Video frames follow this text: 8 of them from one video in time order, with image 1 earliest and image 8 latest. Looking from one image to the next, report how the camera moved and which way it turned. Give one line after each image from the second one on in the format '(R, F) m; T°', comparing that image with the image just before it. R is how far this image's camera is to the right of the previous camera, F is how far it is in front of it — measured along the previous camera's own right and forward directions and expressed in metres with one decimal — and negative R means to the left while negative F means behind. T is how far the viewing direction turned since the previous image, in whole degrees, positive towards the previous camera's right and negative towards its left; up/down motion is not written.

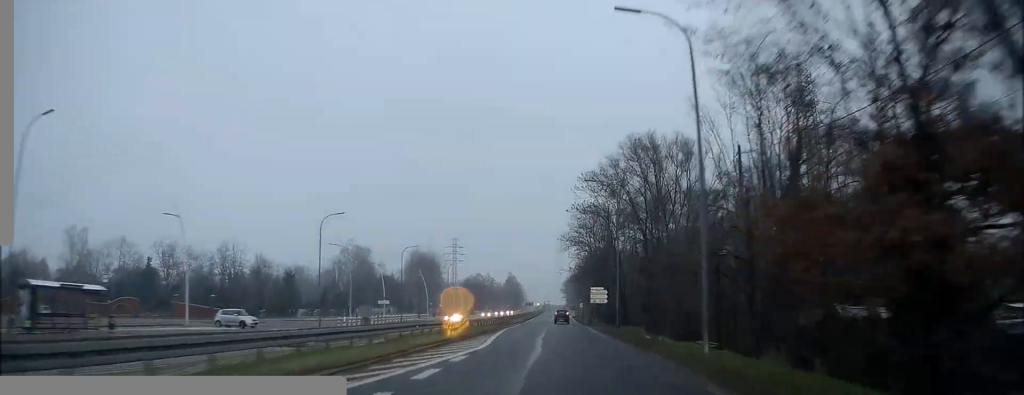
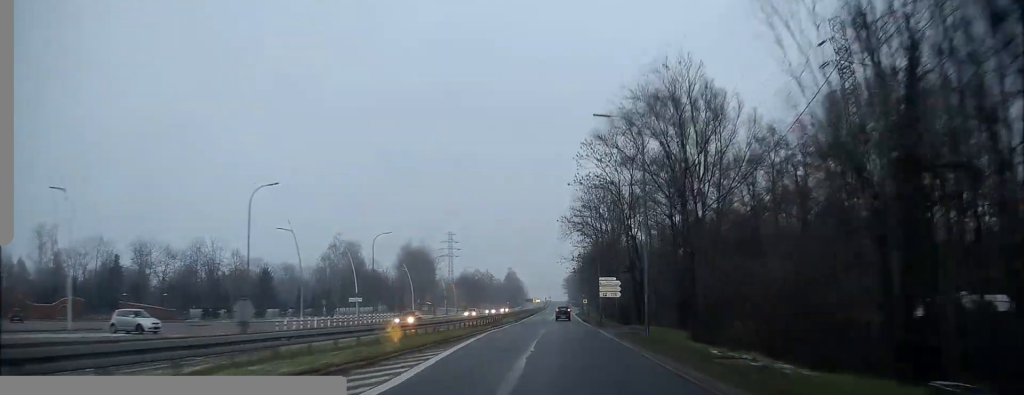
(+0.1, +13.2) m; +1°
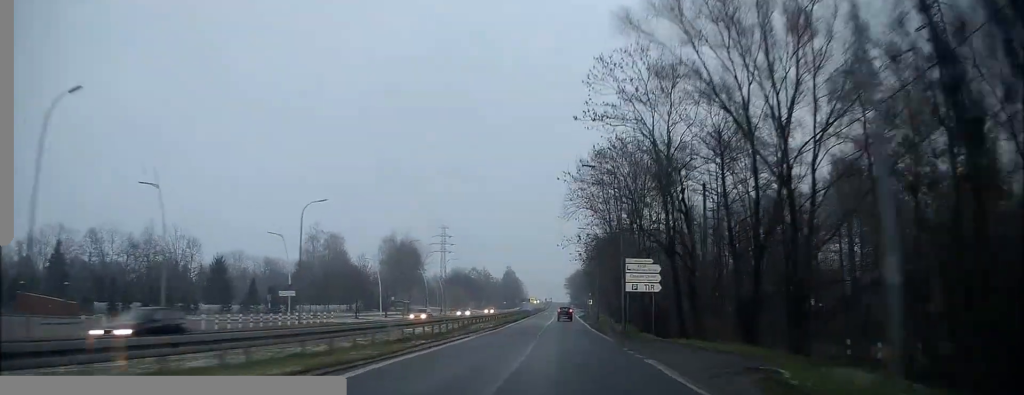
(+0.1, +20.3) m; 0°
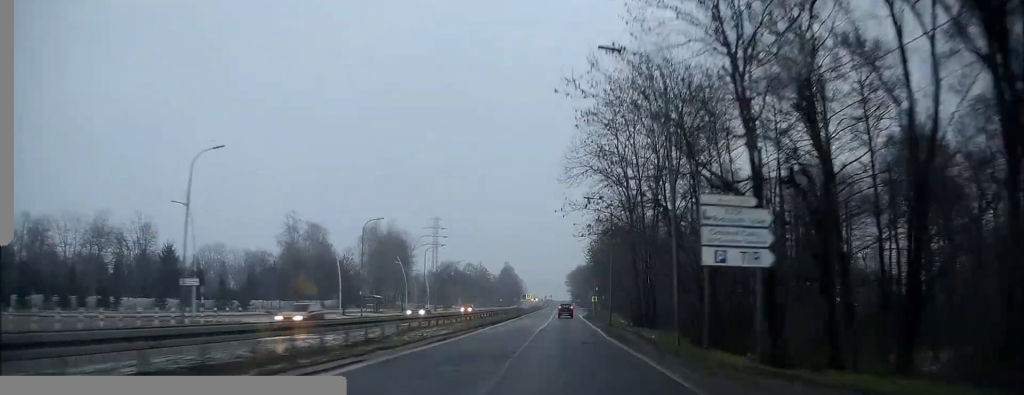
(-0.2, +16.7) m; -1°
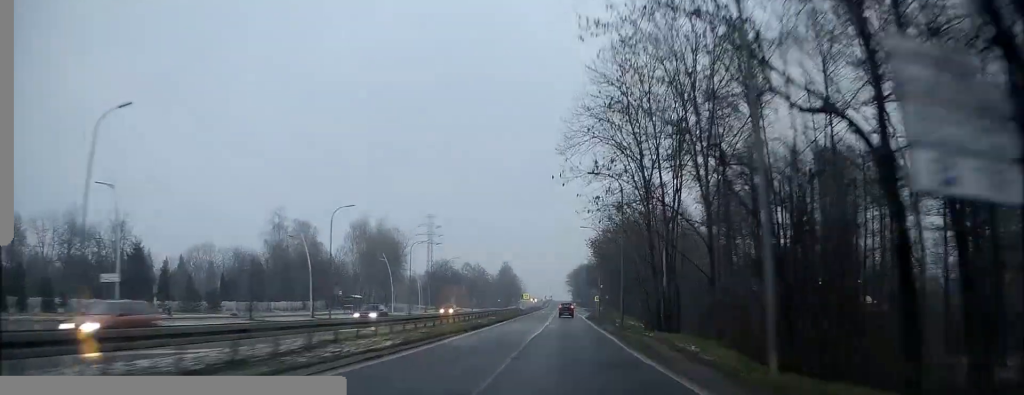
(0.0, +8.9) m; 0°
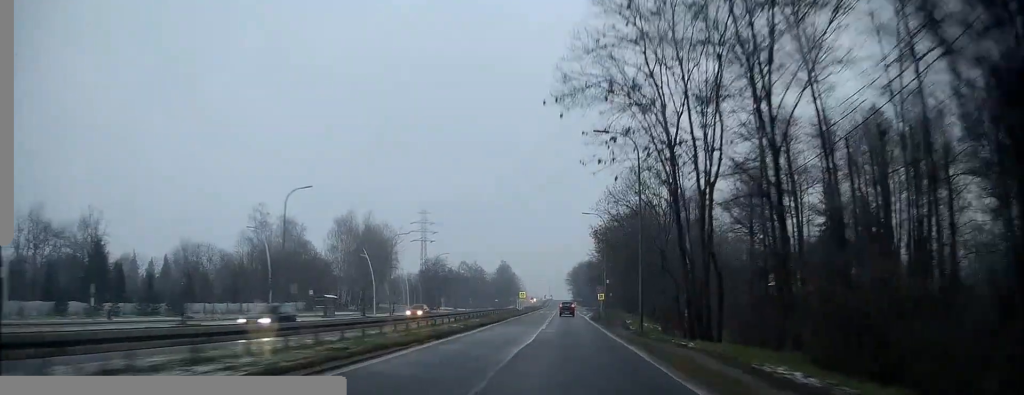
(0.0, +9.5) m; 0°
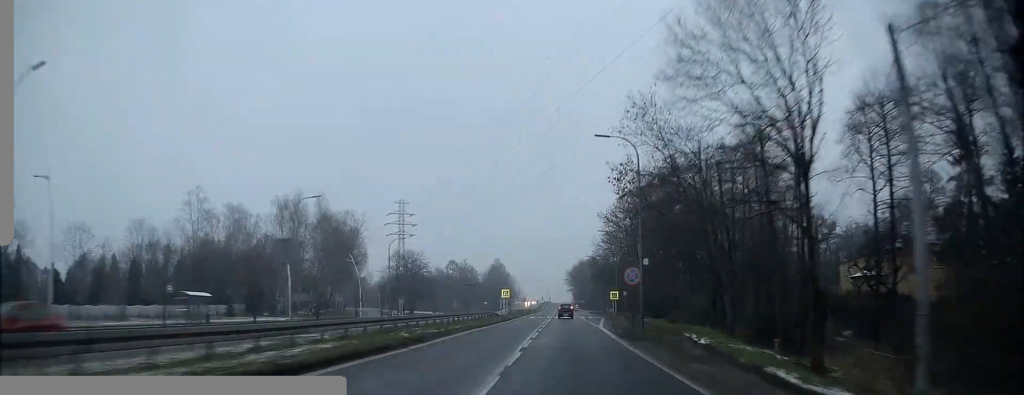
(0.0, +27.2) m; 0°
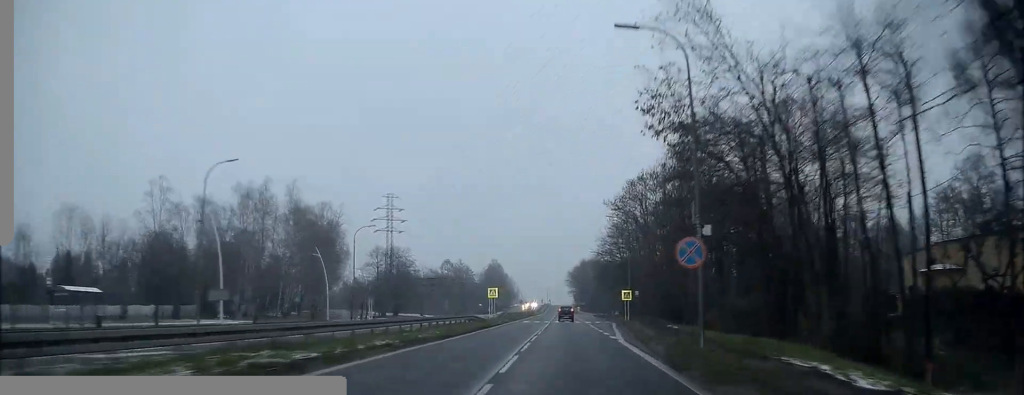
(0.0, +13.0) m; 0°
